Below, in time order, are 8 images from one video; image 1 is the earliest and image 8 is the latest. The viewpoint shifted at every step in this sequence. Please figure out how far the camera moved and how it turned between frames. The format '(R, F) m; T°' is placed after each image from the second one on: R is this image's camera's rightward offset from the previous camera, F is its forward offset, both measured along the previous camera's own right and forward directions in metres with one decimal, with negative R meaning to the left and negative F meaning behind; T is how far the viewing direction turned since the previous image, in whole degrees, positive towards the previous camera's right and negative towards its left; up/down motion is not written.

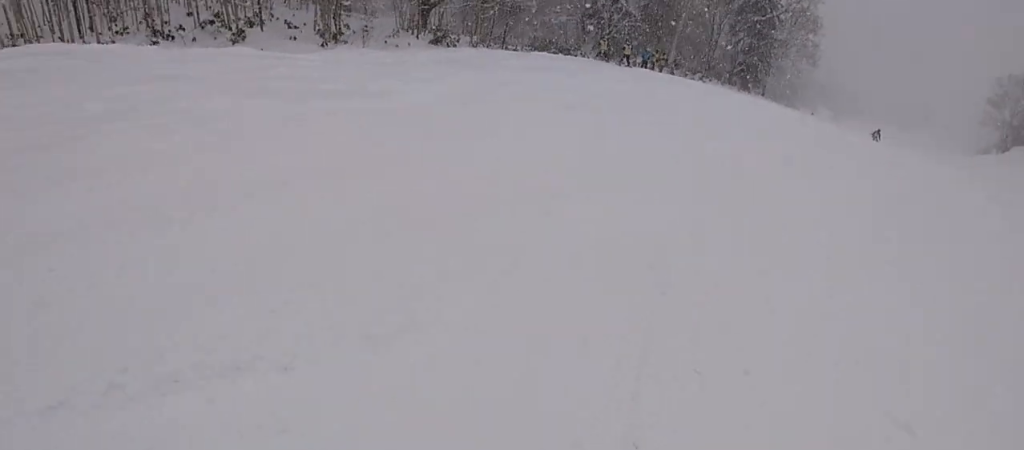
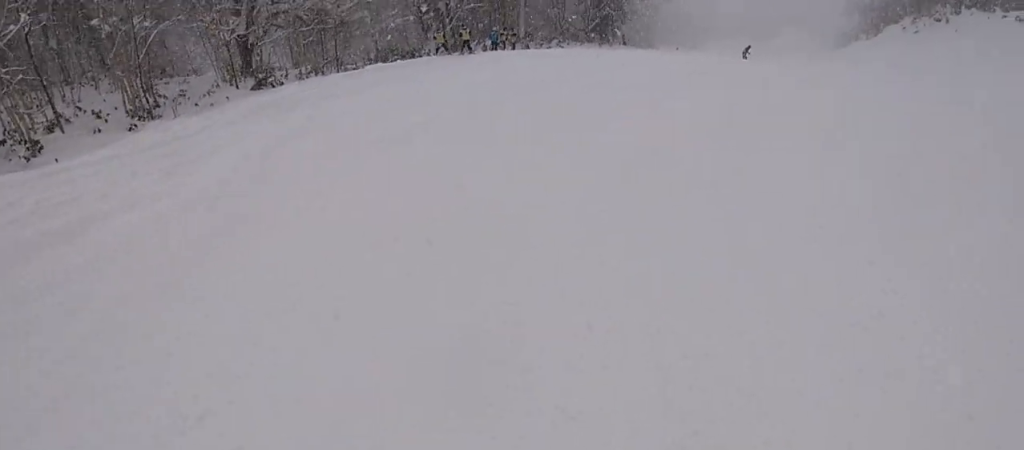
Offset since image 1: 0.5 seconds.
(+0.3, +3.7) m; +11°
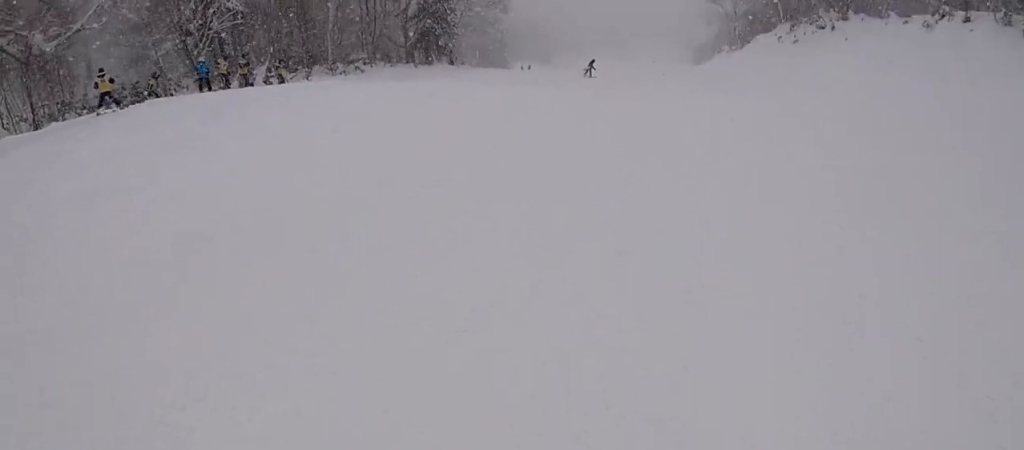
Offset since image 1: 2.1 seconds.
(+2.8, +11.0) m; +15°
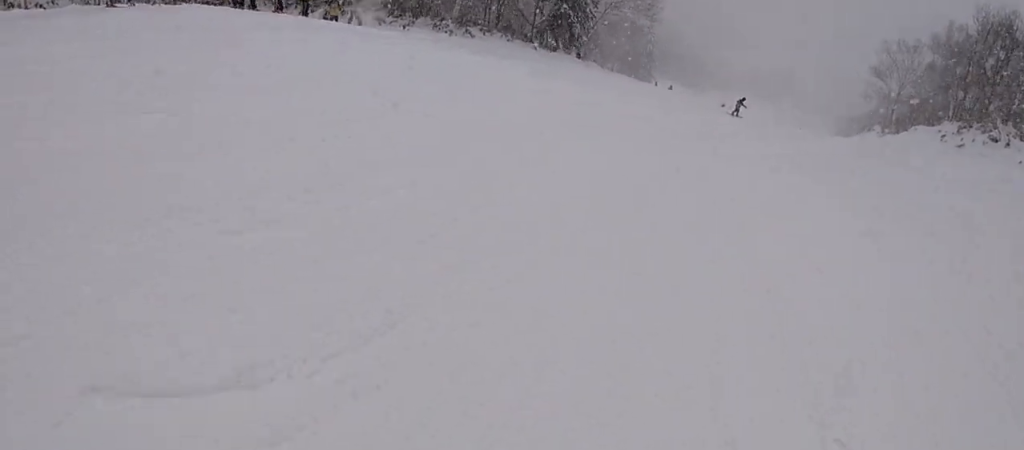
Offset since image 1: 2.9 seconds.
(+0.1, +5.1) m; -8°
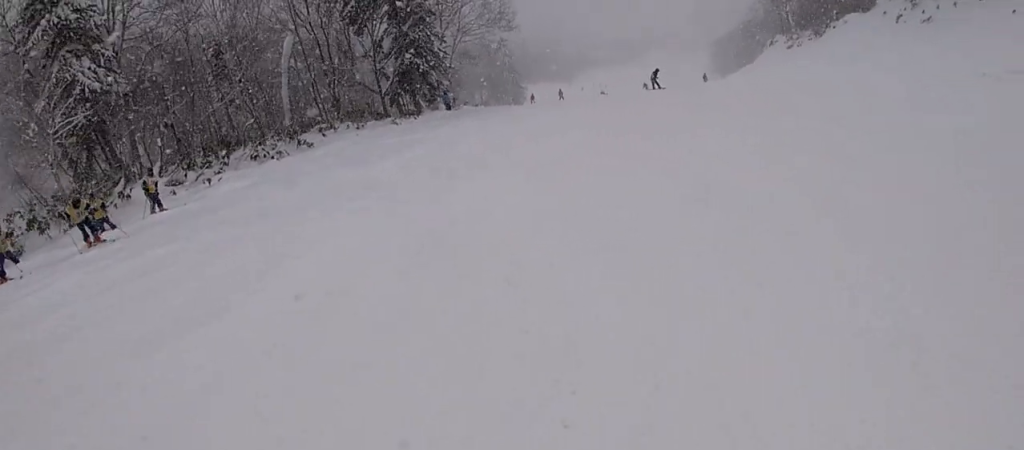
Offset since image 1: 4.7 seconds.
(-2.0, +10.9) m; +2°
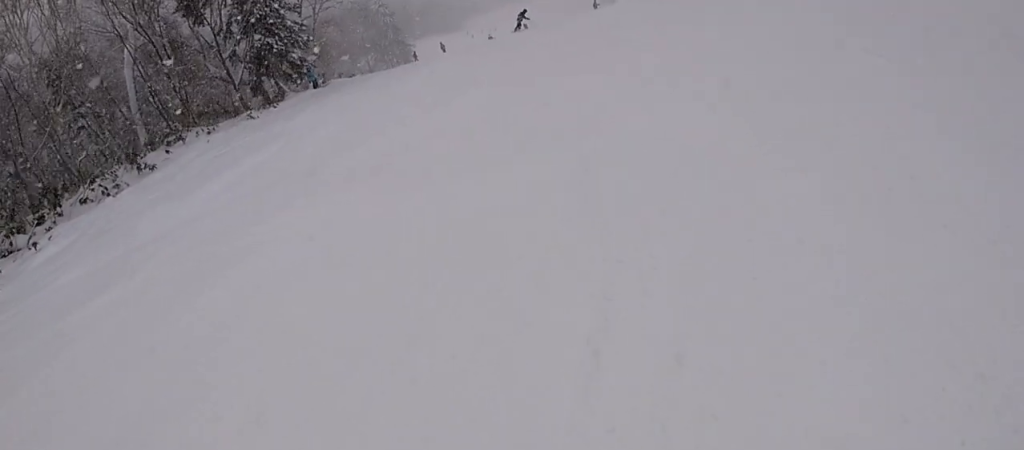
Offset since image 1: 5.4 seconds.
(+0.8, +3.8) m; 0°
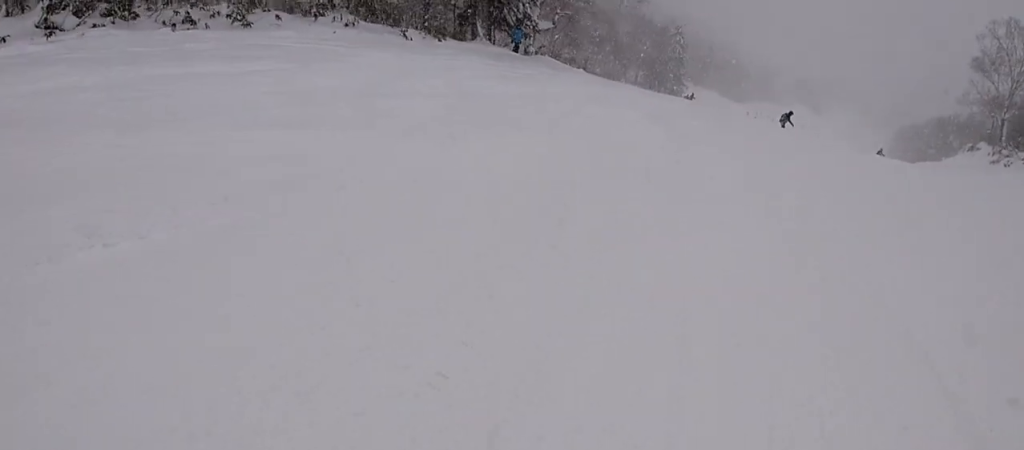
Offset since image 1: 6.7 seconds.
(-0.8, +7.6) m; -13°
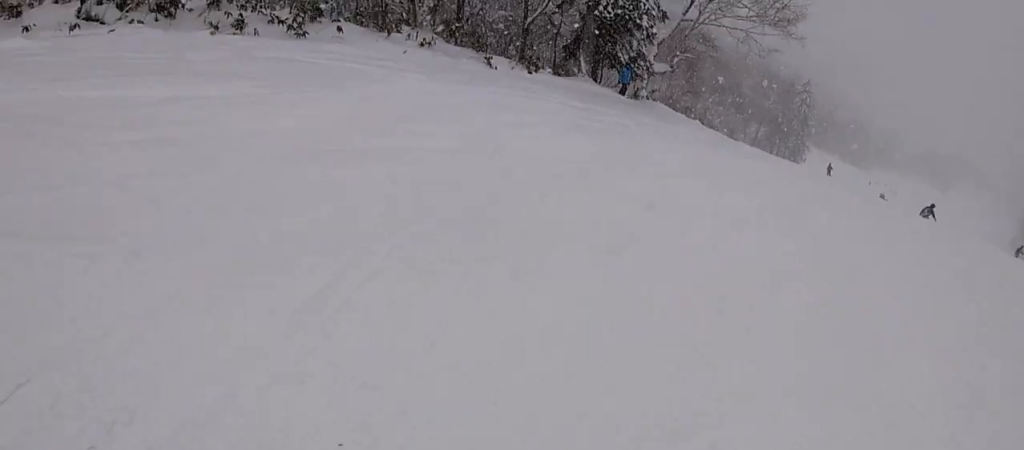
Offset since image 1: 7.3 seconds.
(-0.1, +4.1) m; -2°
